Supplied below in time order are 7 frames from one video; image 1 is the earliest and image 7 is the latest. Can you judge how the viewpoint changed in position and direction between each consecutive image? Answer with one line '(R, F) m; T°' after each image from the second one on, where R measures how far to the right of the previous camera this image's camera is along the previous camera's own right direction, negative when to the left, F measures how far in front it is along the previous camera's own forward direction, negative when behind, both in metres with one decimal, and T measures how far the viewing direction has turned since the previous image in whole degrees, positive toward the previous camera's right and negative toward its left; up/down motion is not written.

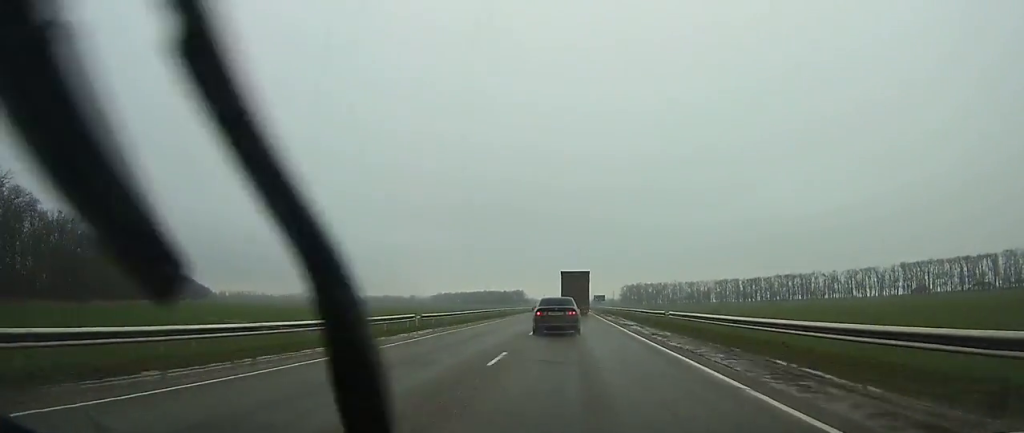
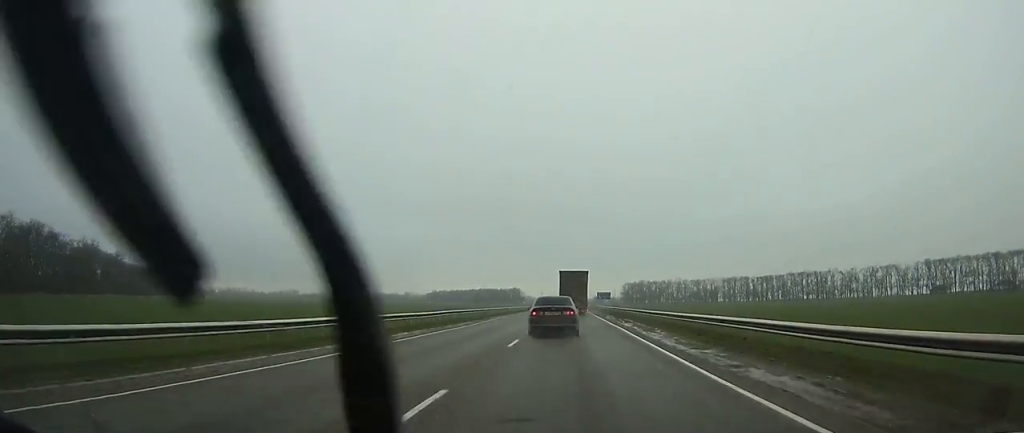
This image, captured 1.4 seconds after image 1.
(0.0, +28.6) m; 0°
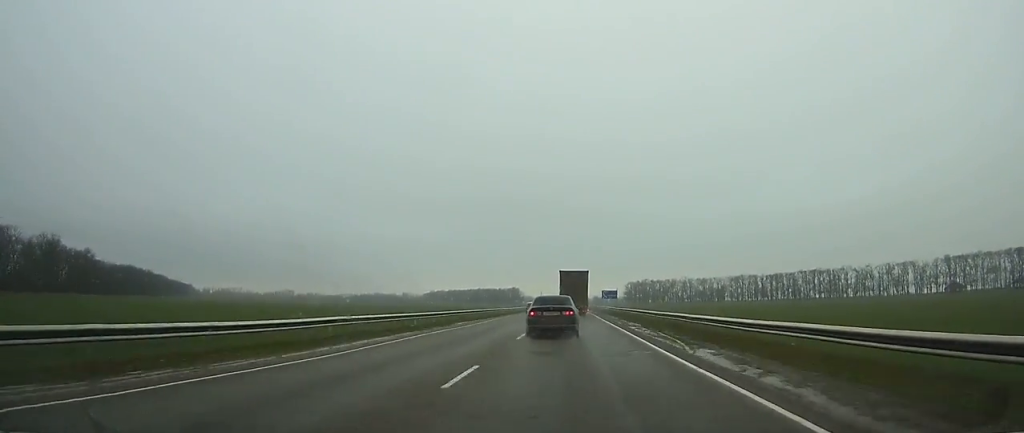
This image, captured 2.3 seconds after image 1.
(+0.1, +19.1) m; 0°
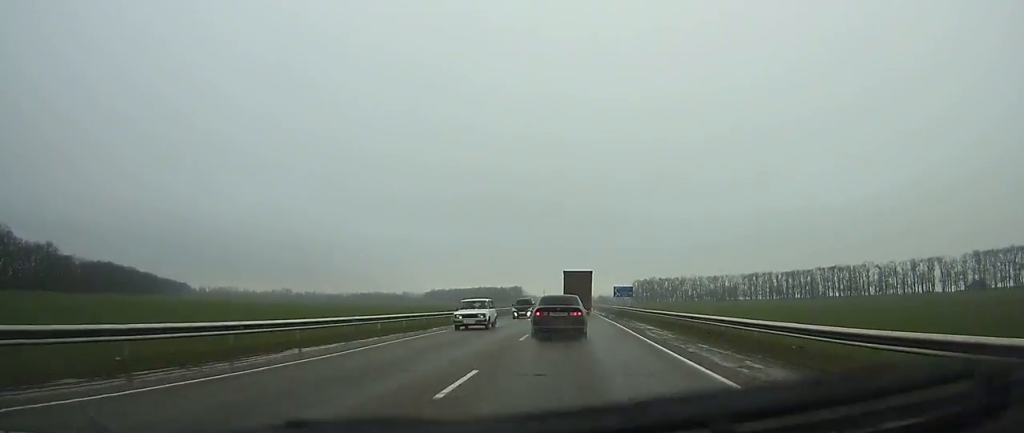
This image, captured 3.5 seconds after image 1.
(0.0, +23.1) m; 0°
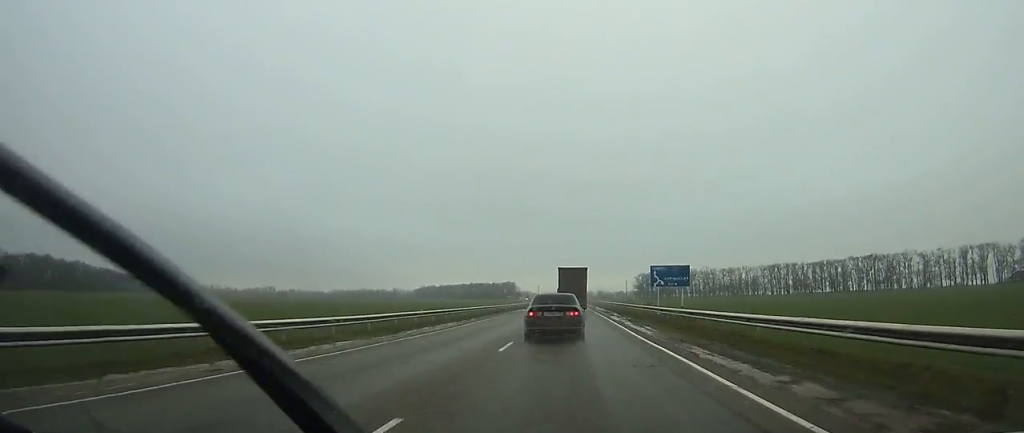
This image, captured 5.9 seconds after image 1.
(-0.1, +48.5) m; 0°
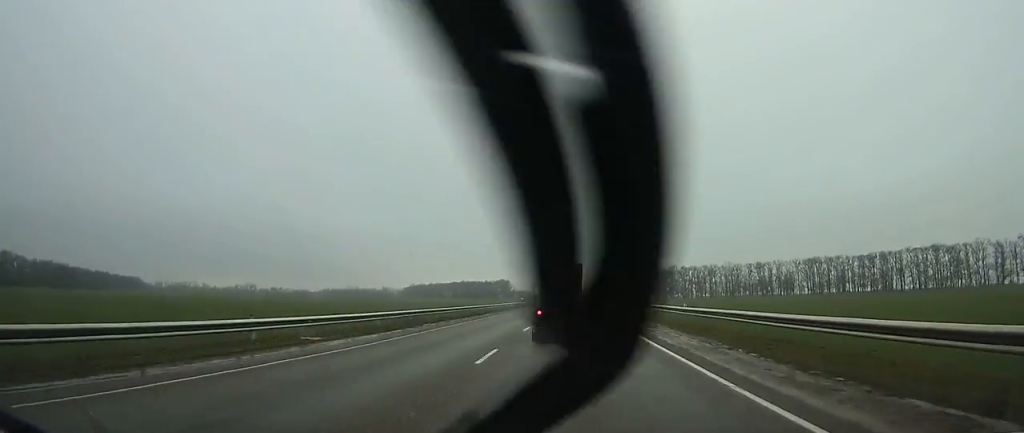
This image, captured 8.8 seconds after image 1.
(-0.1, +58.0) m; 0°
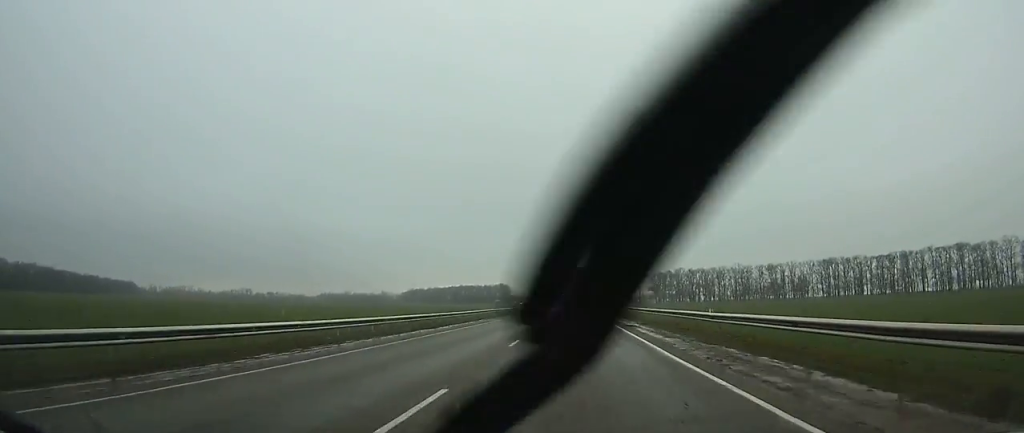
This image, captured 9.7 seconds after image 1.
(0.0, +16.4) m; 0°
